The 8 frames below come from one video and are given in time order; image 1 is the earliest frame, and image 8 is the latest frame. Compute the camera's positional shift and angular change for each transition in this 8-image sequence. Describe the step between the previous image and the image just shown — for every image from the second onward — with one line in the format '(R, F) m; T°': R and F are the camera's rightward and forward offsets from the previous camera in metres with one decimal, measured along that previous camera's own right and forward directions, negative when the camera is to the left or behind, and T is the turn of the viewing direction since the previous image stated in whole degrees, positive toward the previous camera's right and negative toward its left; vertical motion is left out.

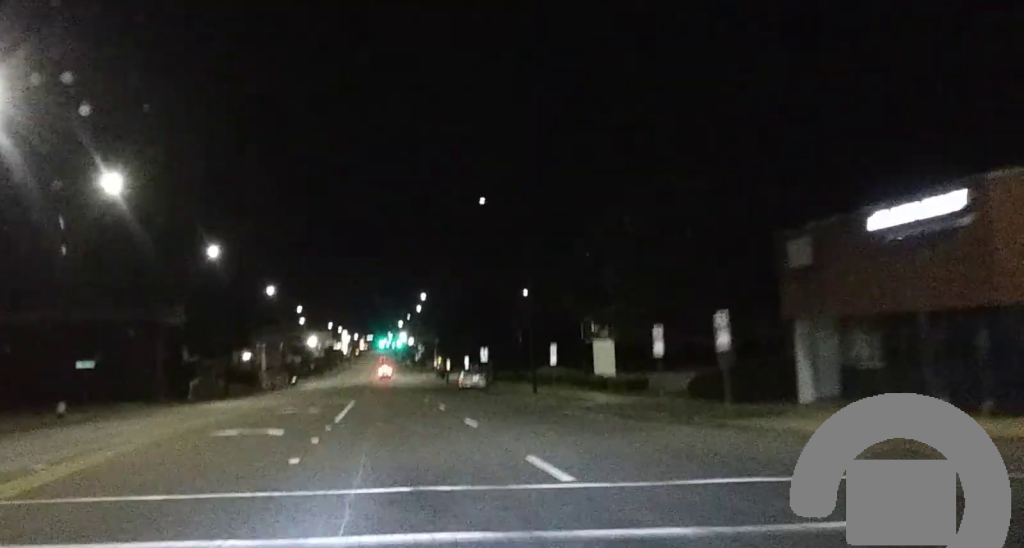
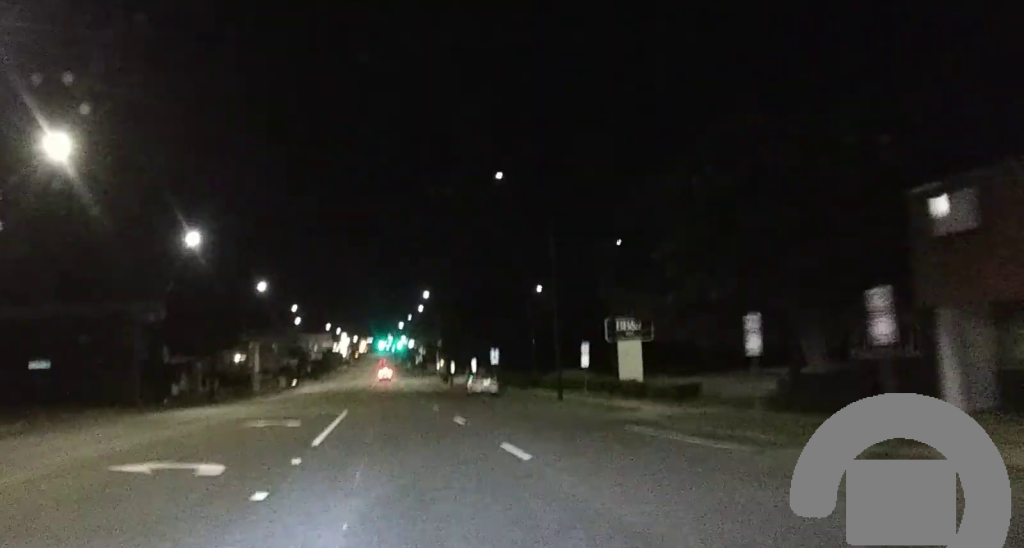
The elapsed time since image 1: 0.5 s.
(+0.1, +9.1) m; 0°
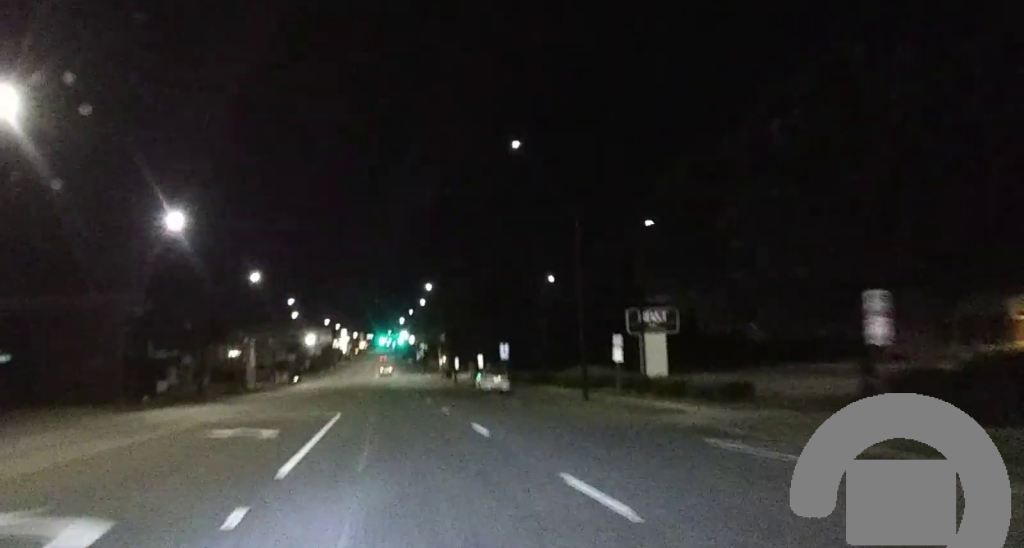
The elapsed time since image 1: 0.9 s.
(0.0, +6.9) m; 0°
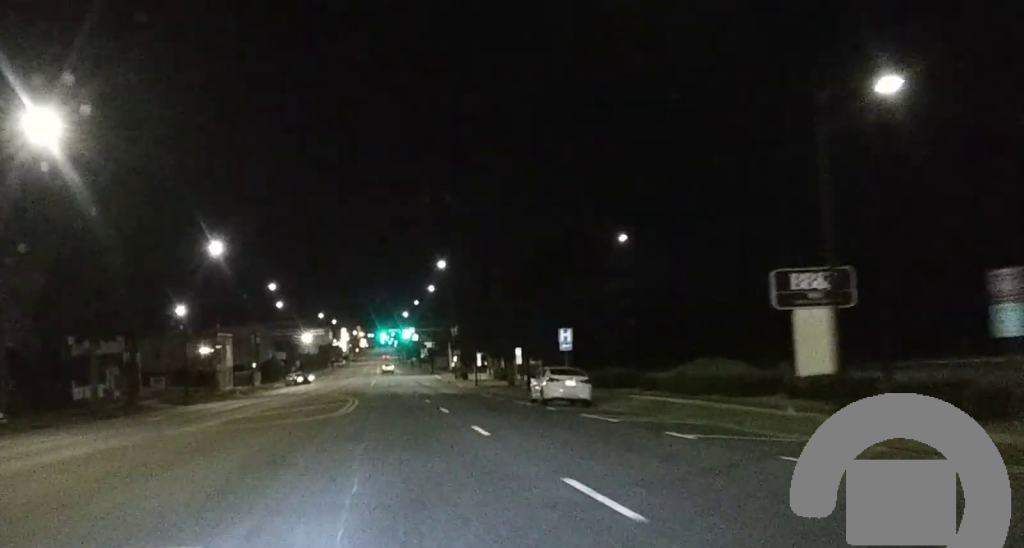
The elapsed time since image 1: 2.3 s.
(0.0, +23.5) m; 0°
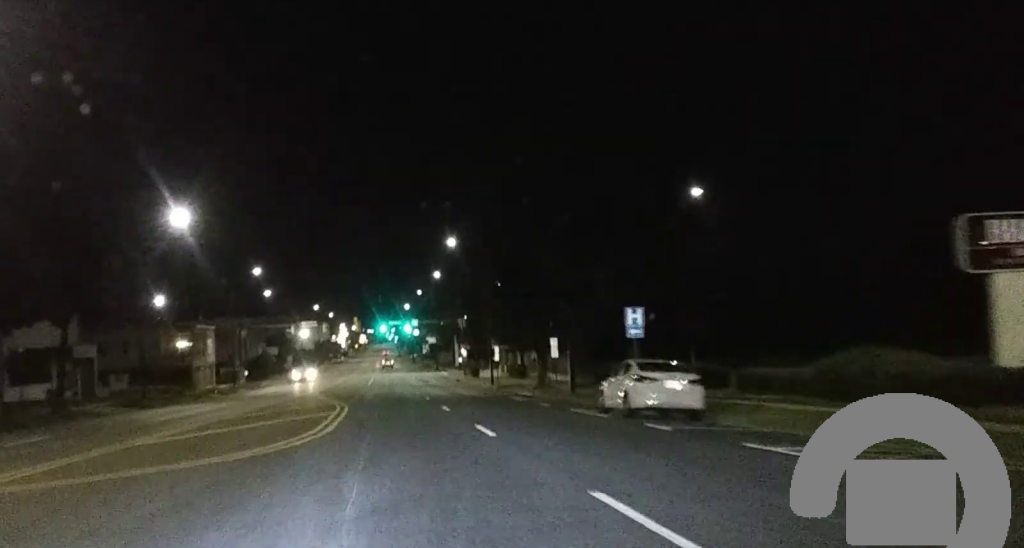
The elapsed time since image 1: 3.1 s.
(0.0, +14.3) m; 0°
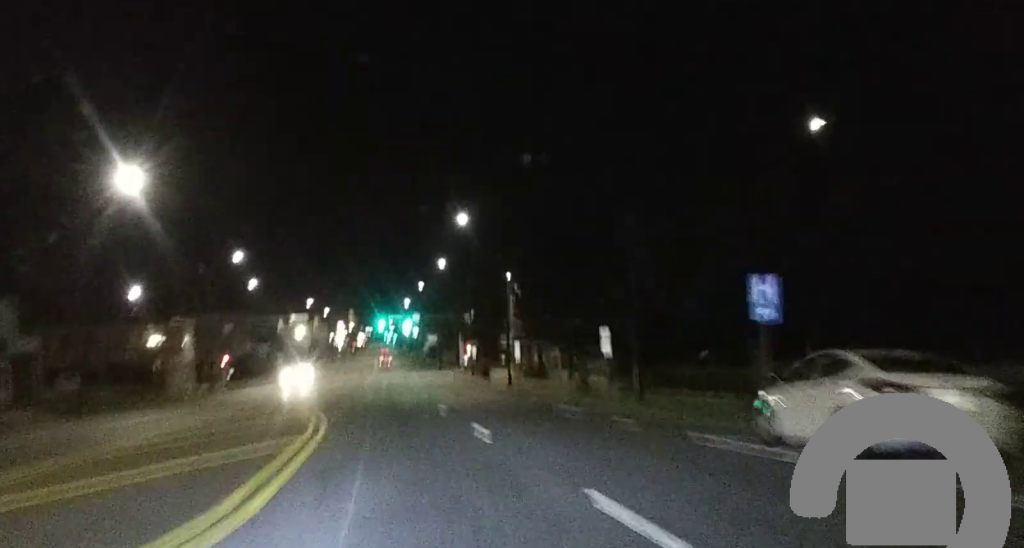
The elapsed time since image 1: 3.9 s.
(0.0, +13.1) m; 0°
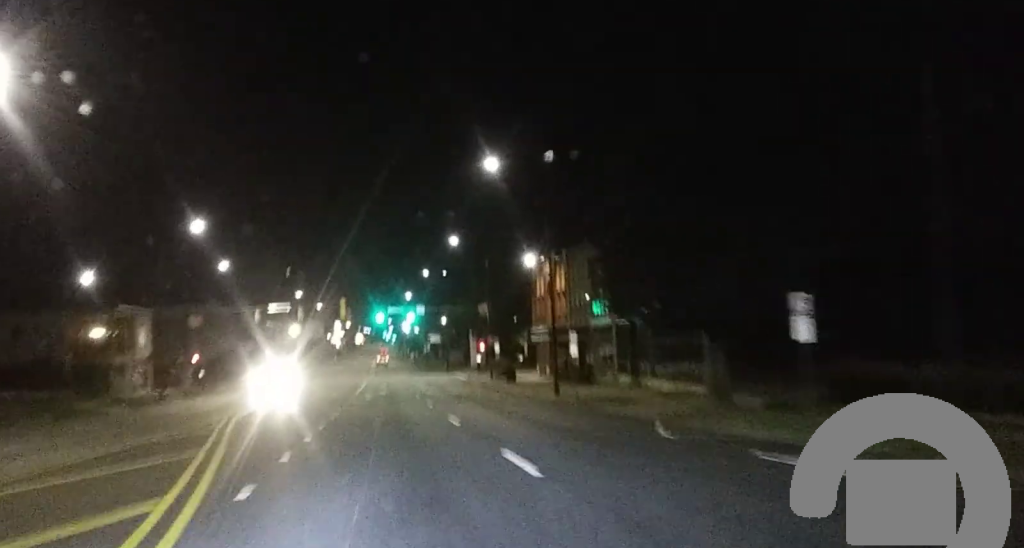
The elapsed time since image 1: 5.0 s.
(-0.1, +18.1) m; -1°
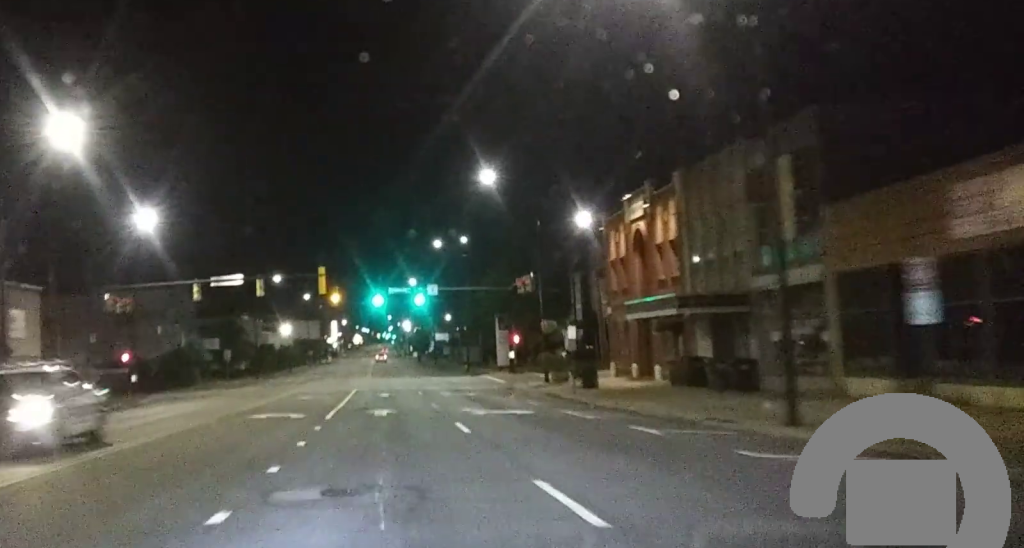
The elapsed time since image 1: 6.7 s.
(-0.1, +29.2) m; +1°
